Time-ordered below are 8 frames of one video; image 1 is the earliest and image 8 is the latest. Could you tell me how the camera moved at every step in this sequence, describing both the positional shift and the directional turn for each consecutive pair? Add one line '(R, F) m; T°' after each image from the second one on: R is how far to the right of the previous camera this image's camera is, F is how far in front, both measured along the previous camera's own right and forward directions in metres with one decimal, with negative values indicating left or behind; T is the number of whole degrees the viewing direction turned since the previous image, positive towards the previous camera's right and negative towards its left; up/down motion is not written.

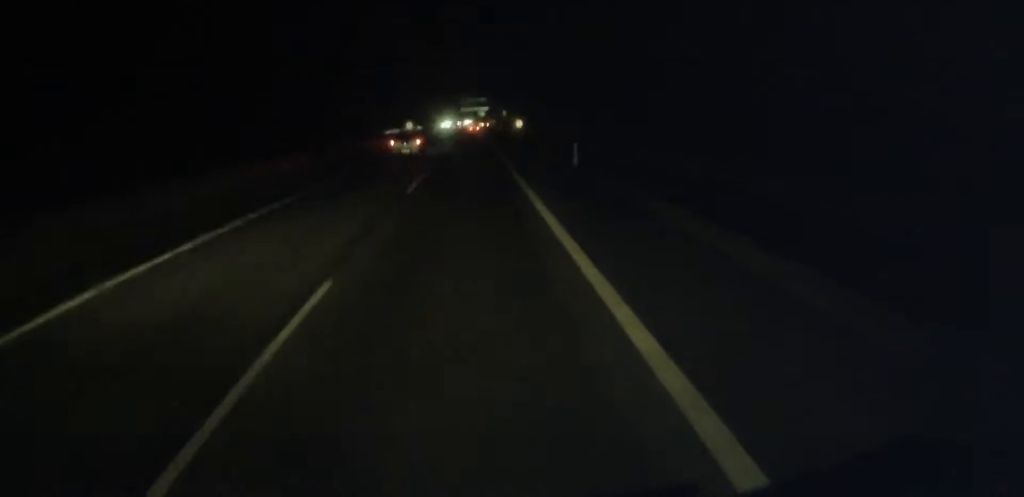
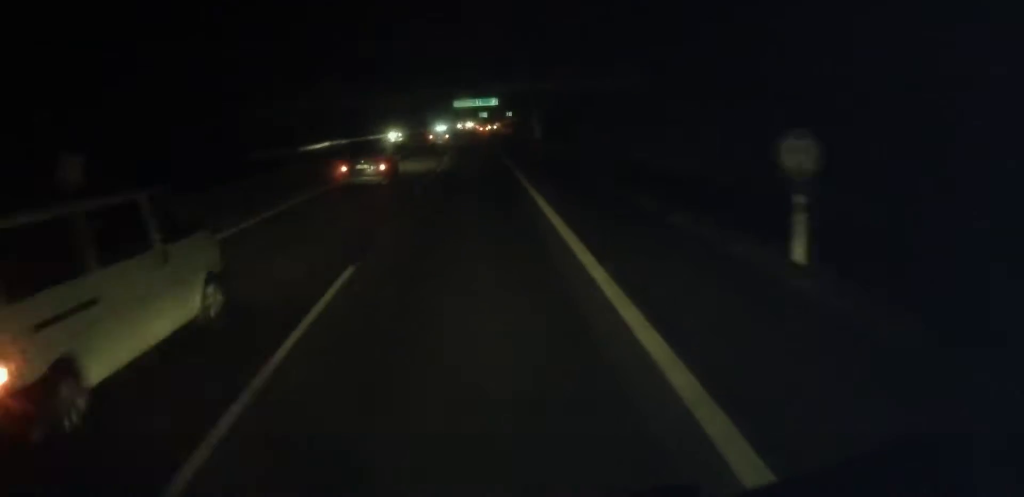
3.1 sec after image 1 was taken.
(+0.5, +71.8) m; 0°
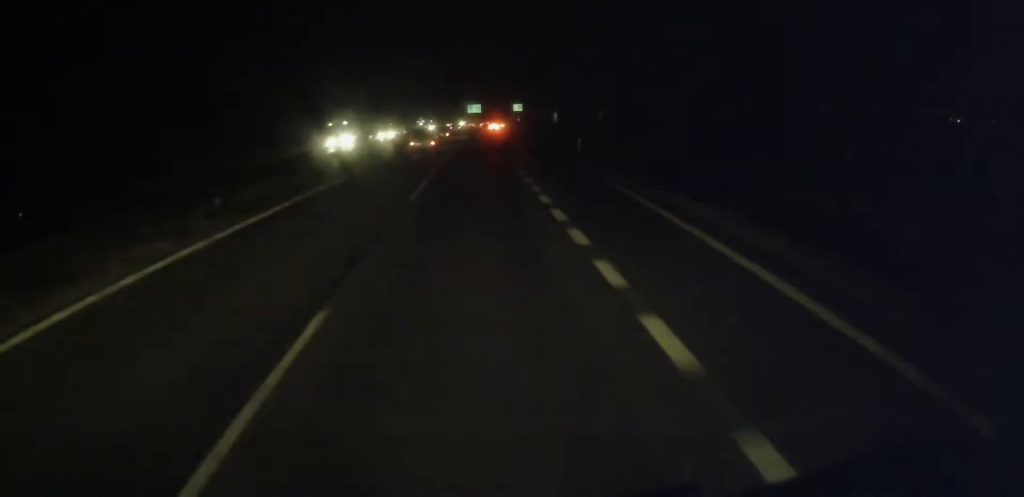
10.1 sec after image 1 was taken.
(+0.5, +165.2) m; +1°
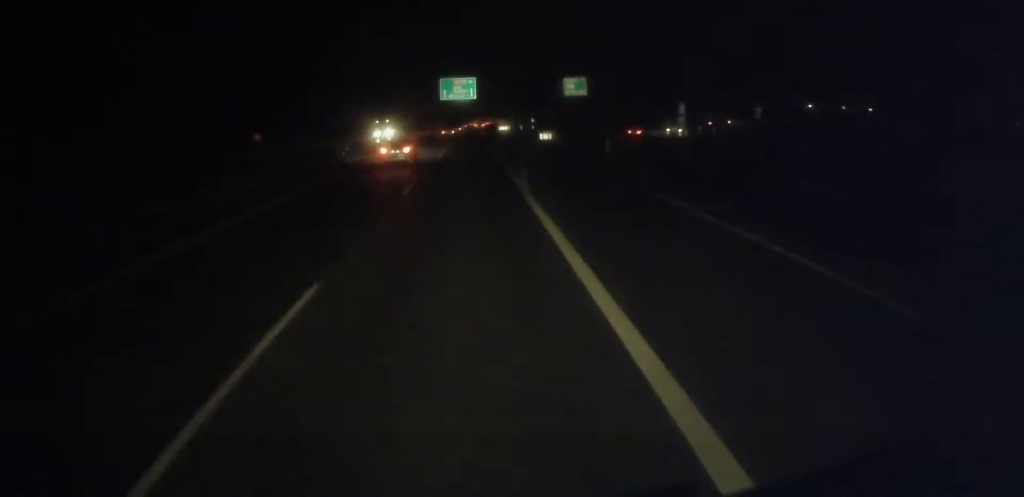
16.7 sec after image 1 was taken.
(+1.3, +152.7) m; +1°
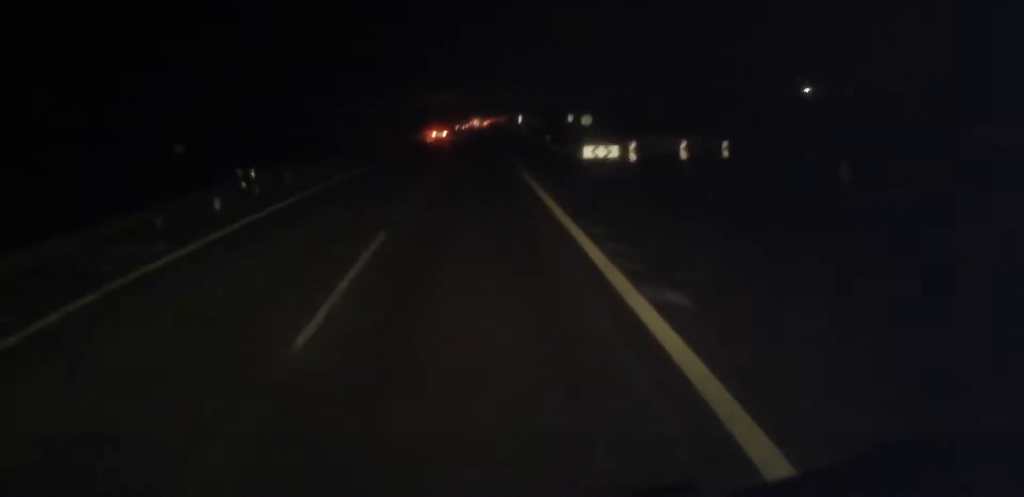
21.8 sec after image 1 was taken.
(+0.1, +118.5) m; 0°
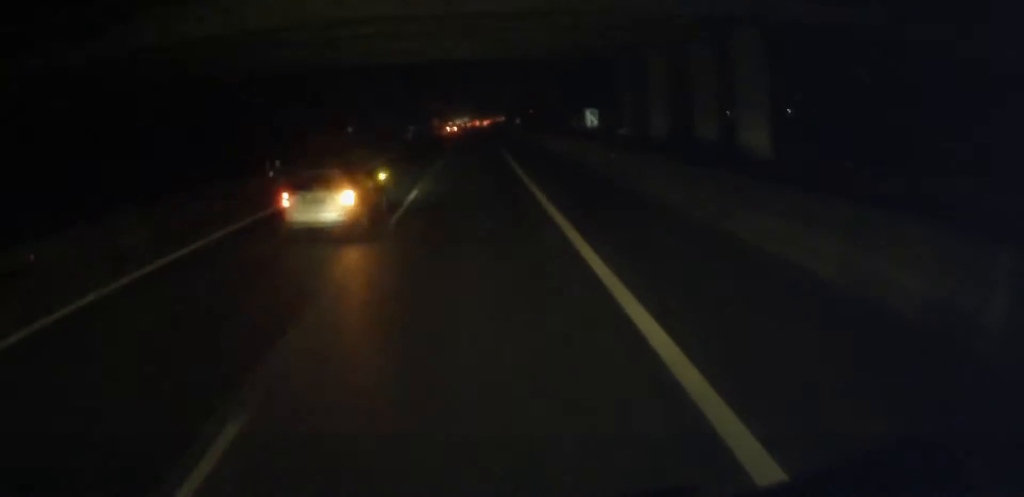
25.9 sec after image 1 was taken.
(+0.7, +96.9) m; 0°
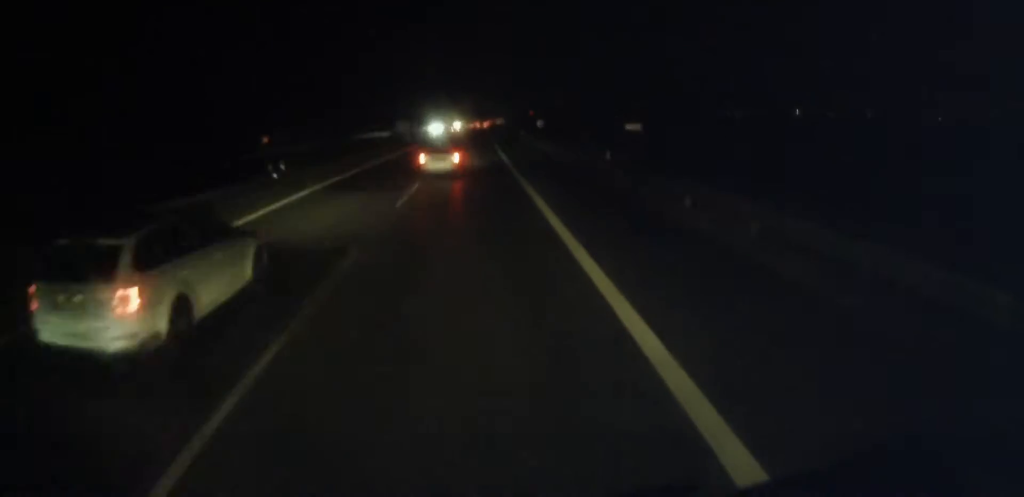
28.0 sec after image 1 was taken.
(+0.1, +50.0) m; 0°
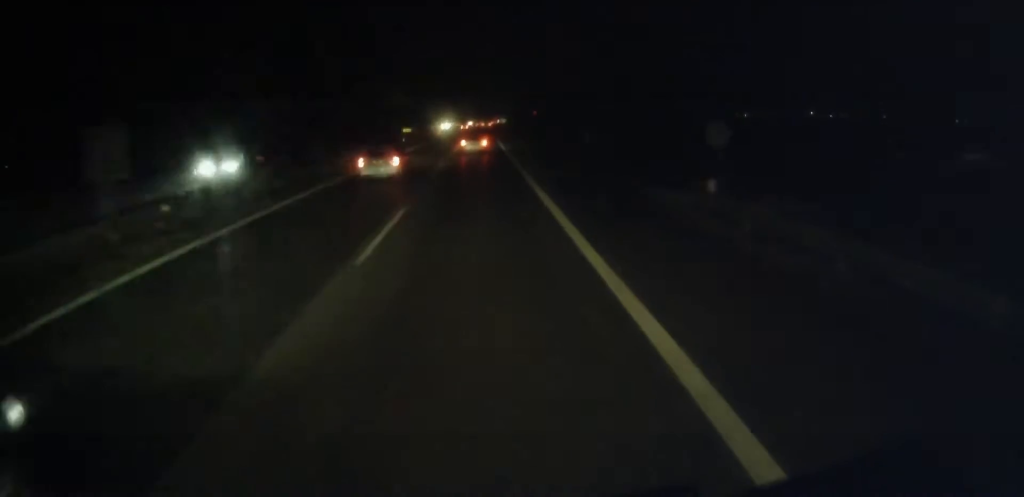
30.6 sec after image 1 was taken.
(-0.2, +59.4) m; 0°
